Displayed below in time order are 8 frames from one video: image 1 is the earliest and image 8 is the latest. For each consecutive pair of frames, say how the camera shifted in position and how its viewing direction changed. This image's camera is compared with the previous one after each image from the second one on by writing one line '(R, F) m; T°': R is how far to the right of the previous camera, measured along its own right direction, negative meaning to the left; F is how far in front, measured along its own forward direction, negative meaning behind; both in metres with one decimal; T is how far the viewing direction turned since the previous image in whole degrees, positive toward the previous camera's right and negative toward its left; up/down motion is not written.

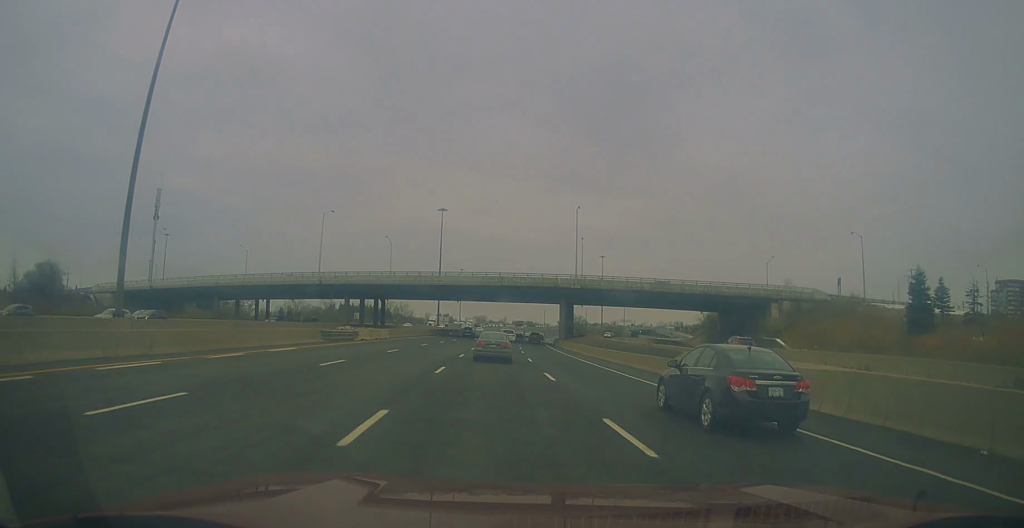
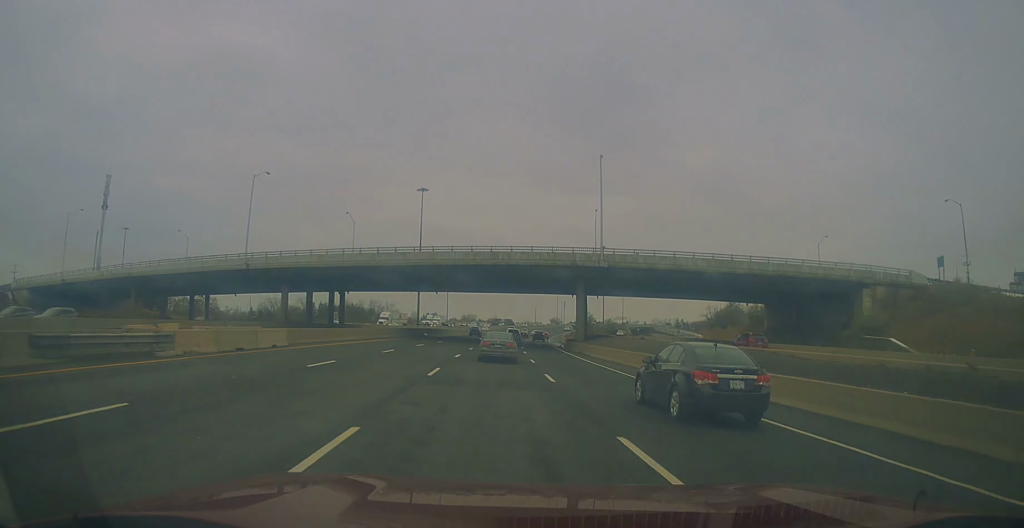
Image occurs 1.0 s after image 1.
(+0.1, +25.9) m; +1°
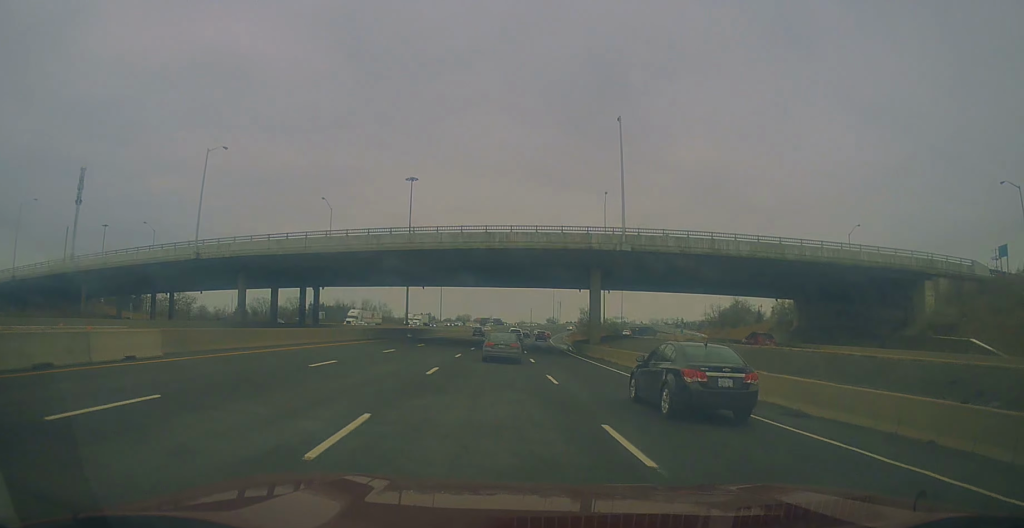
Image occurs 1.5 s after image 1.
(0.0, +11.7) m; 0°
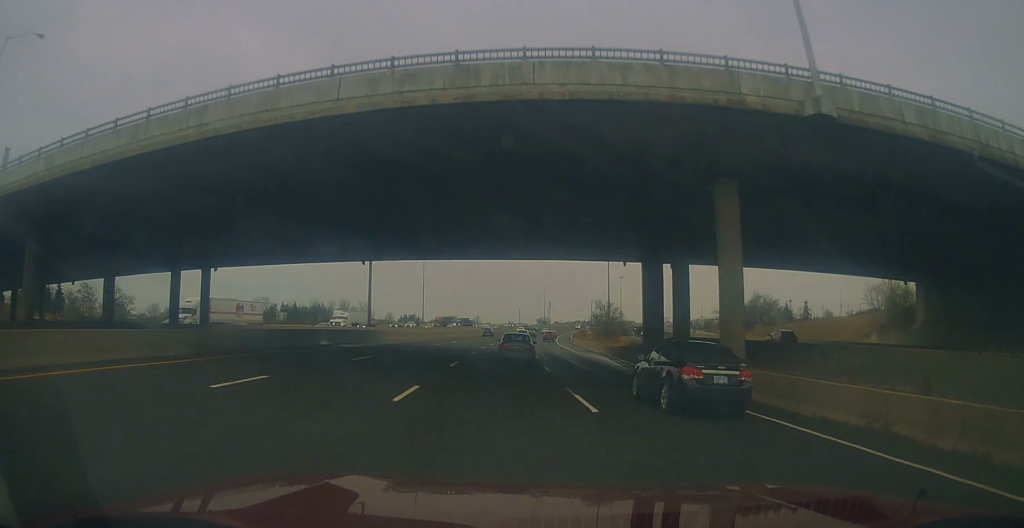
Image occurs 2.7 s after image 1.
(+0.4, +30.8) m; +1°
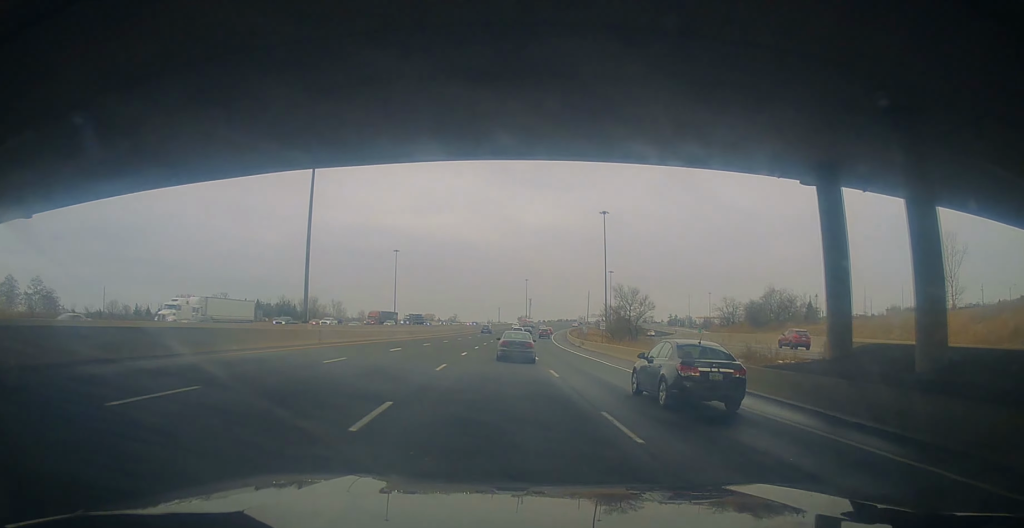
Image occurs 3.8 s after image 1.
(0.0, +27.5) m; +1°
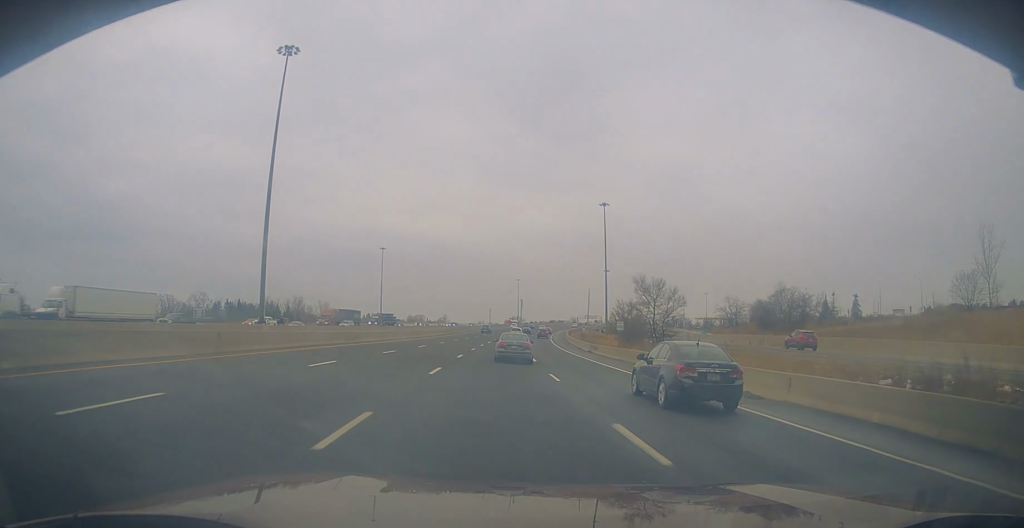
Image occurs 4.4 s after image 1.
(-0.1, +13.2) m; +1°
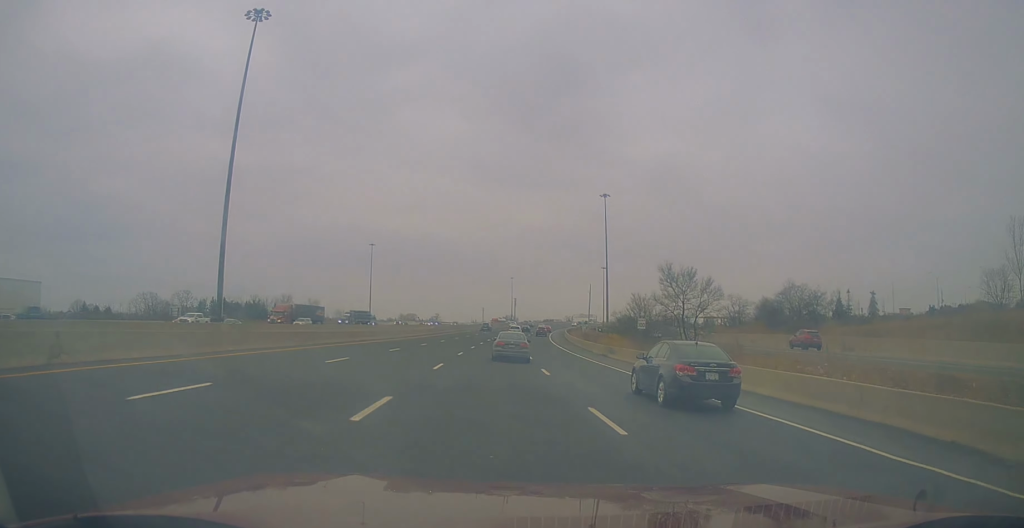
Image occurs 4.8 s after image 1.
(+0.2, +9.8) m; +1°
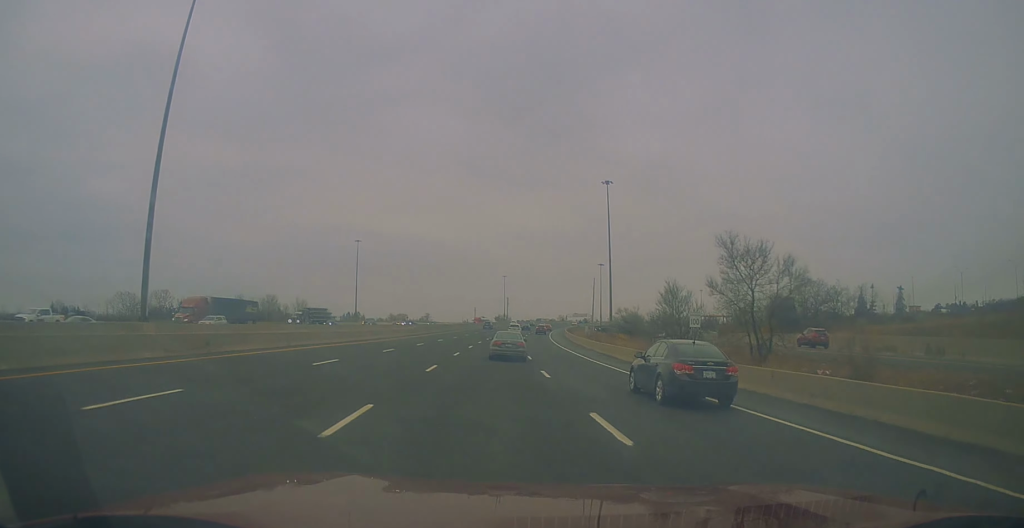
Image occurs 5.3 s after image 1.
(0.0, +13.0) m; +2°
